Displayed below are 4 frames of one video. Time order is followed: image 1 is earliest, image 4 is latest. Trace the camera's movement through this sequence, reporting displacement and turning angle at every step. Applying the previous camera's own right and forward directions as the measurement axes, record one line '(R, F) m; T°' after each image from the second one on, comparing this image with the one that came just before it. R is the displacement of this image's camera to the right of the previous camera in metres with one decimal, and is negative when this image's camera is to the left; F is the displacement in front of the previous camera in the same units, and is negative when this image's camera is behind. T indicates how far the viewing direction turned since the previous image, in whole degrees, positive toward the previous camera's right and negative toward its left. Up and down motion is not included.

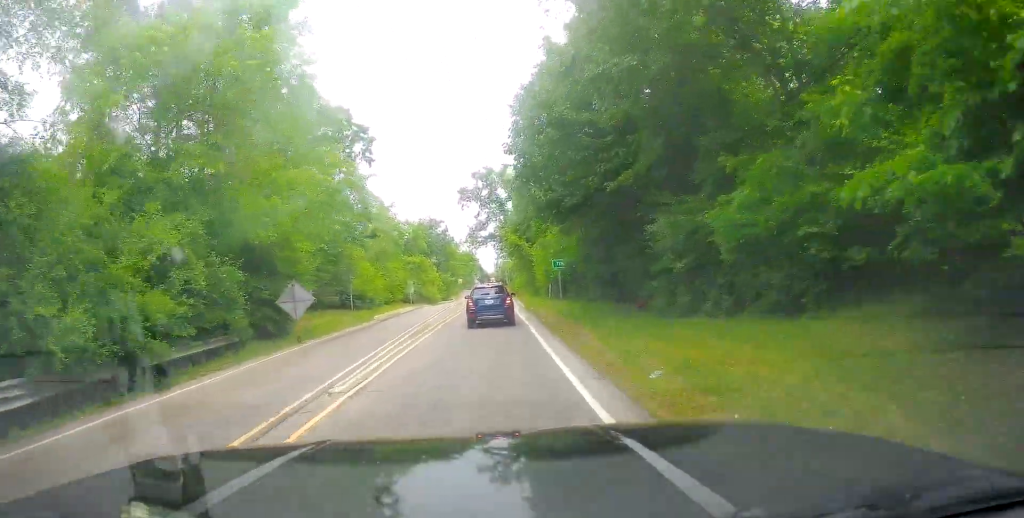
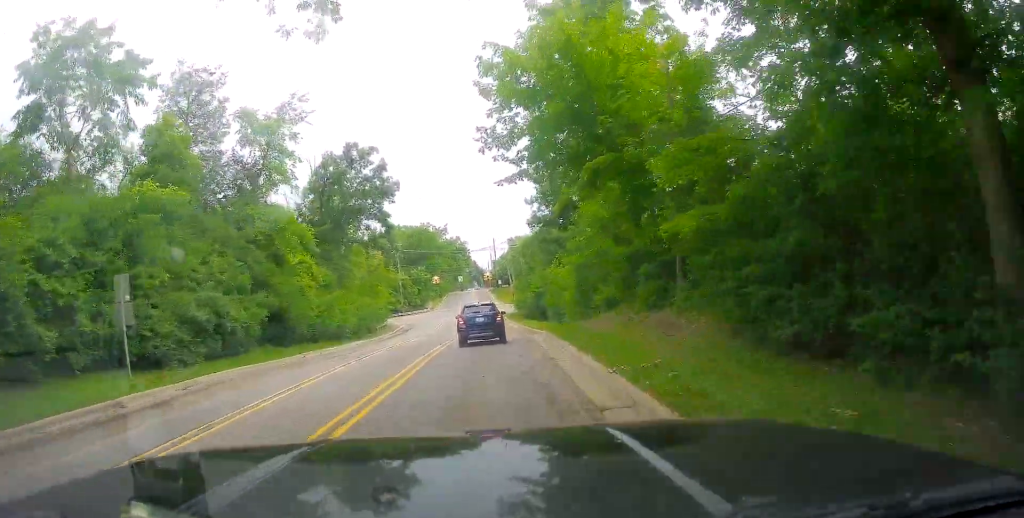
(-1.6, +56.7) m; 0°
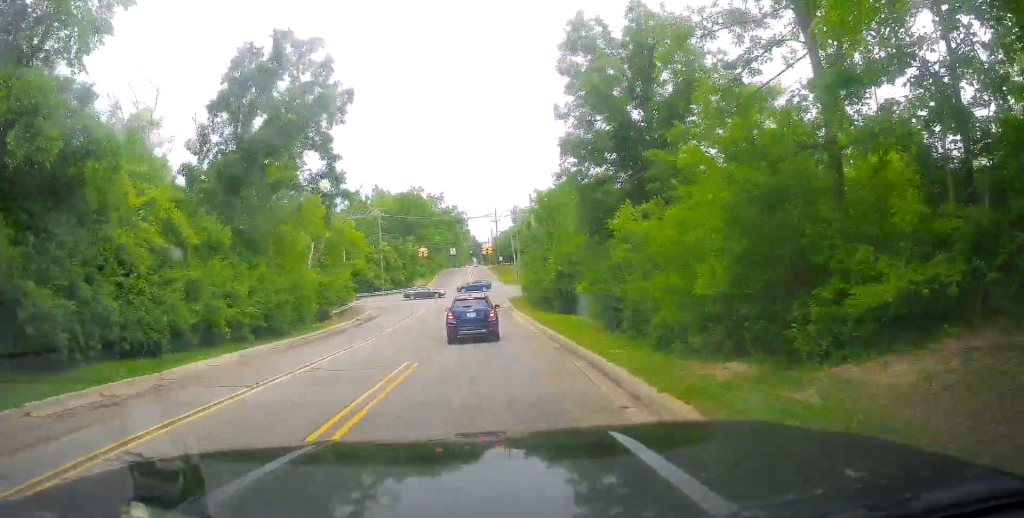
(0.0, +18.0) m; -1°
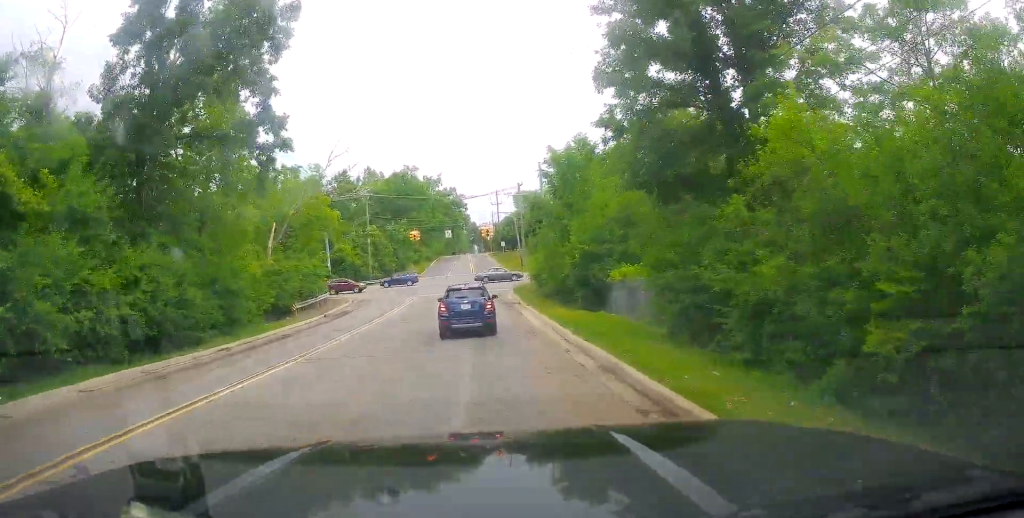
(-0.2, +9.6) m; -2°
